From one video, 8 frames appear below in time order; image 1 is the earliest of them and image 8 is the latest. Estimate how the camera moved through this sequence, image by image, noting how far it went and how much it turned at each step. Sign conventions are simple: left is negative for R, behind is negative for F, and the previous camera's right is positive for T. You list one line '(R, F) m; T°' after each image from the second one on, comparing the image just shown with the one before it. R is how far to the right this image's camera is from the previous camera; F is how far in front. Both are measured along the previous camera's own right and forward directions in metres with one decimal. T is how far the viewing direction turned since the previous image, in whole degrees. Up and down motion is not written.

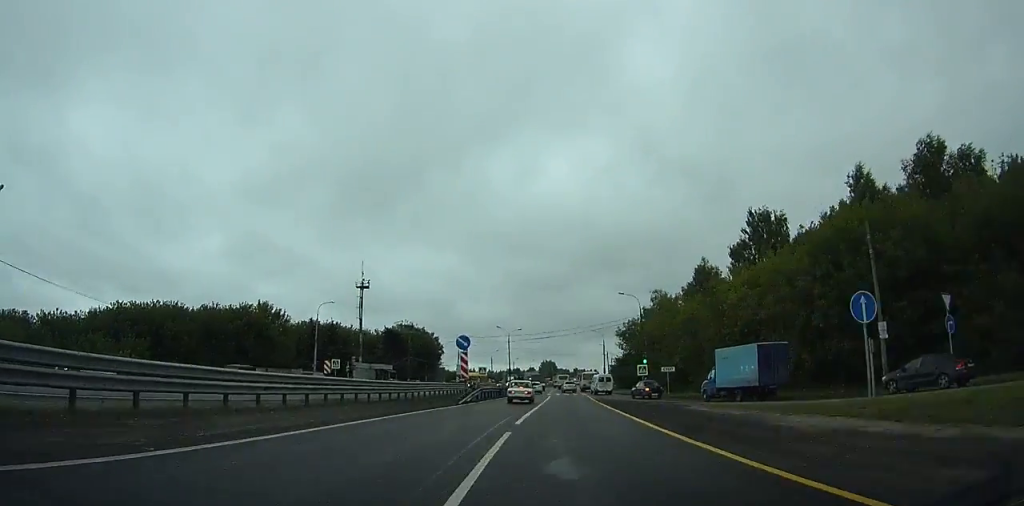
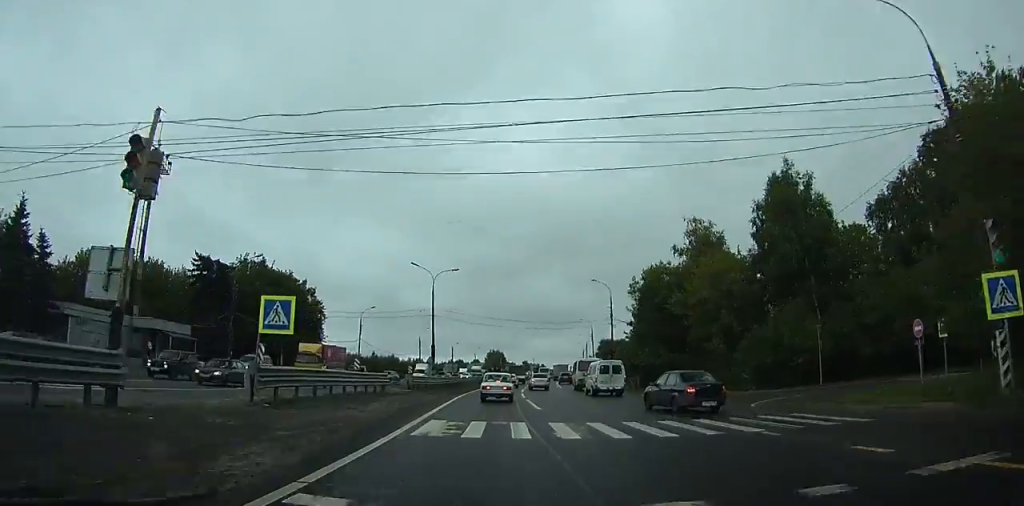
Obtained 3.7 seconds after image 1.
(+1.2, +54.7) m; +3°
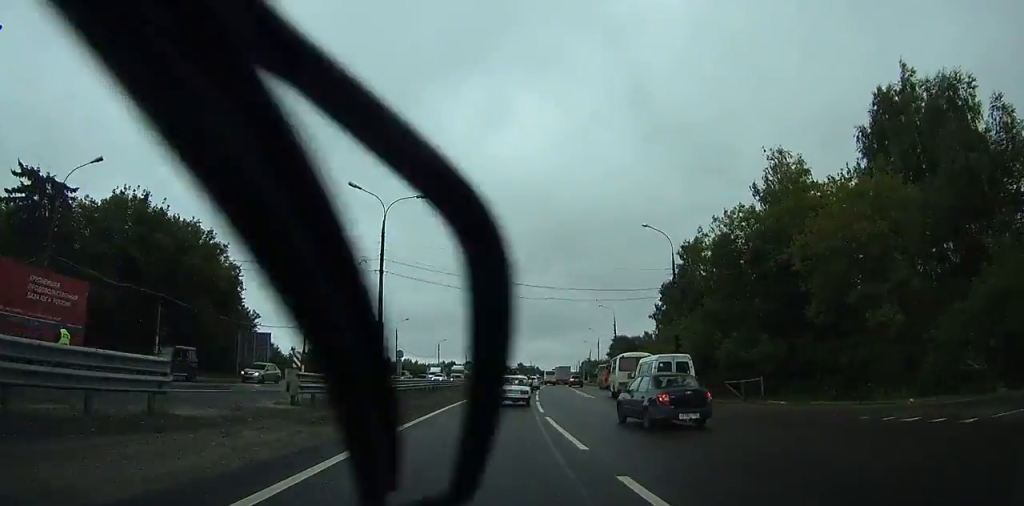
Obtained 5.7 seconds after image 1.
(+0.6, +26.8) m; +2°
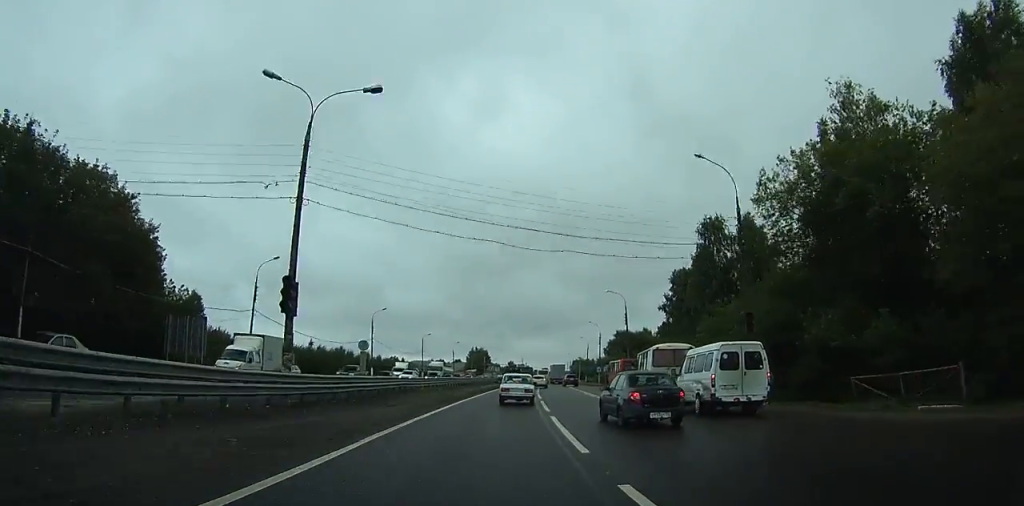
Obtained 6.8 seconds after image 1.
(0.0, +14.4) m; 0°
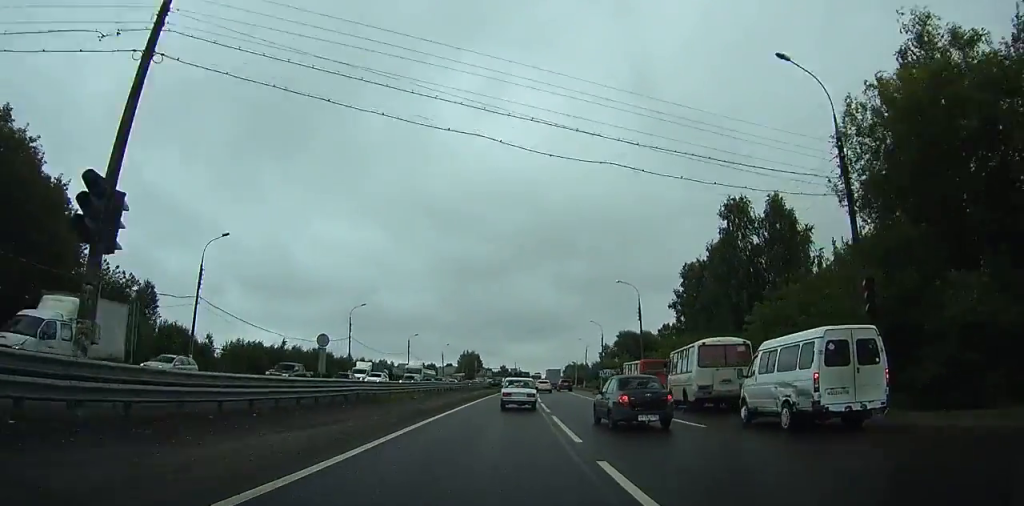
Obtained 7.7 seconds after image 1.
(+0.1, +10.2) m; 0°
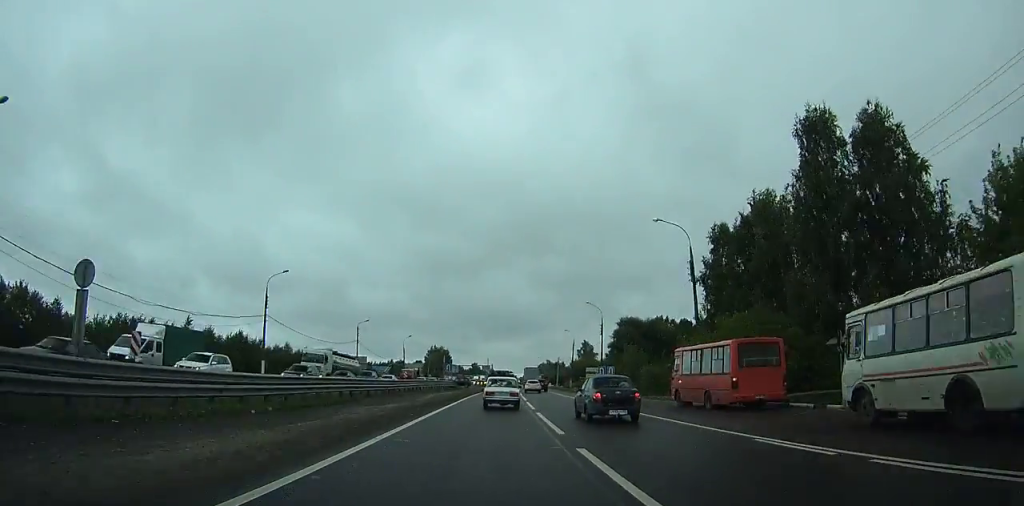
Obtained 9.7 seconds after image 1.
(+0.2, +23.1) m; +2°
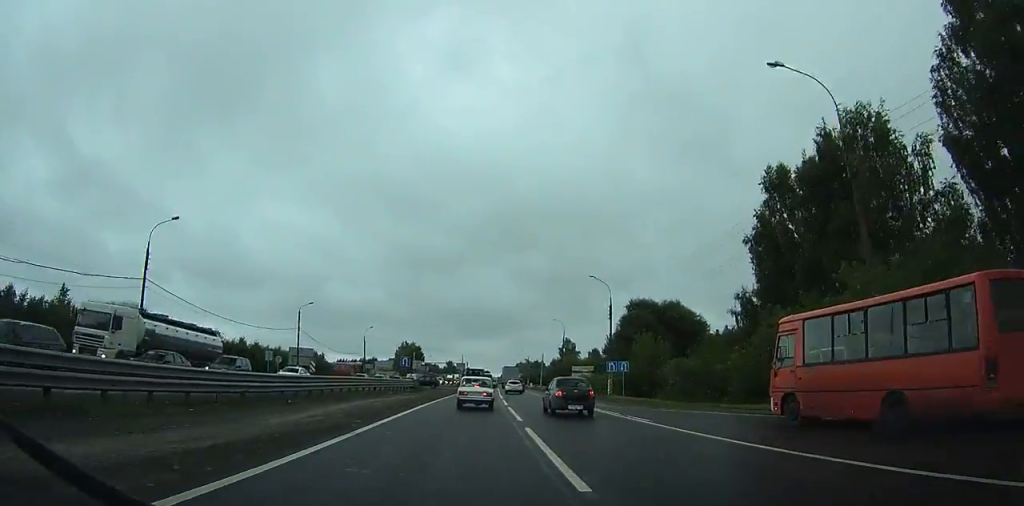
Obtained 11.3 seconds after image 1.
(+0.2, +18.9) m; +2°
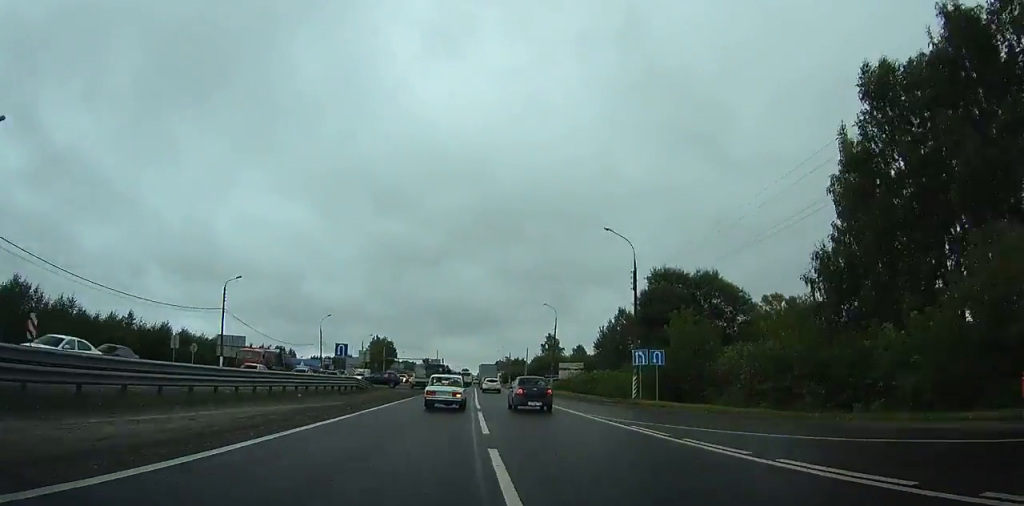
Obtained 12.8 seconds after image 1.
(+0.3, +16.6) m; +2°
